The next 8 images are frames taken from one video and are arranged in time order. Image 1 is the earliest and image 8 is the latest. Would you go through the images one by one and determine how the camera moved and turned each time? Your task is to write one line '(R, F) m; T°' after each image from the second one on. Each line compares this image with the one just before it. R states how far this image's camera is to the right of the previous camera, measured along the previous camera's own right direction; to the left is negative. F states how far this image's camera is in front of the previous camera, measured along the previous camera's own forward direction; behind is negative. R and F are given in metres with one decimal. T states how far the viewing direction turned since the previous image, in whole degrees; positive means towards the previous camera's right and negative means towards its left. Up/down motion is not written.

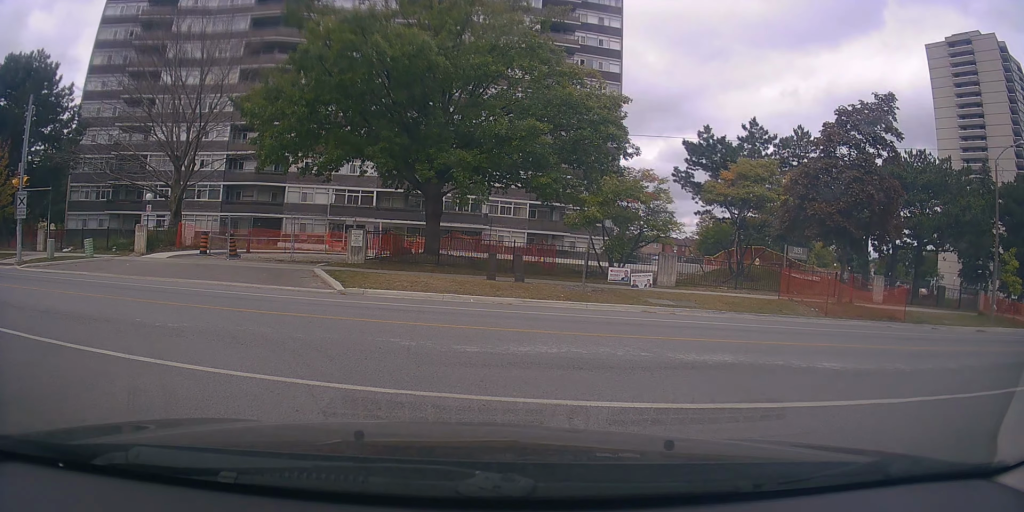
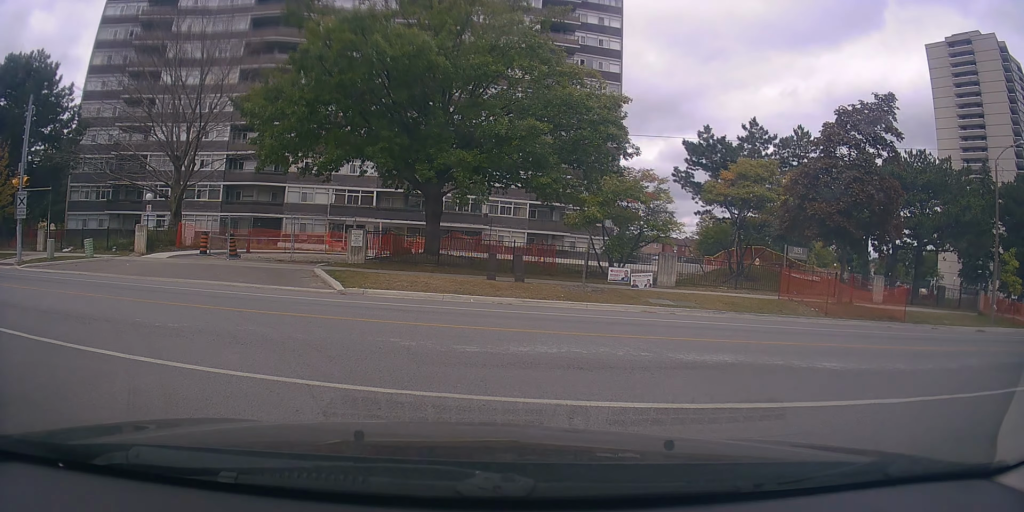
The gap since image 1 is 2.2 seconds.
(0.0, 0.0) m; 0°
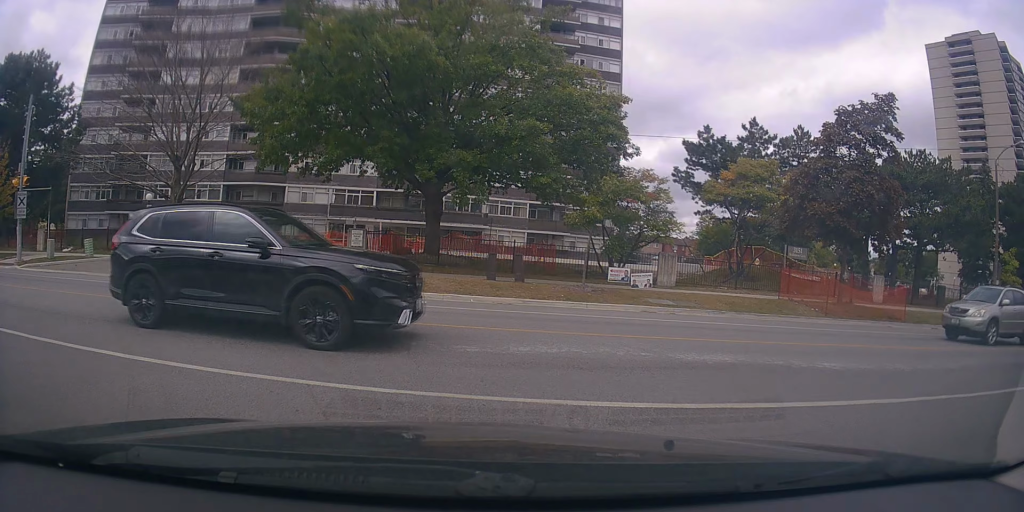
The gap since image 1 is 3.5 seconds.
(0.0, 0.0) m; 0°
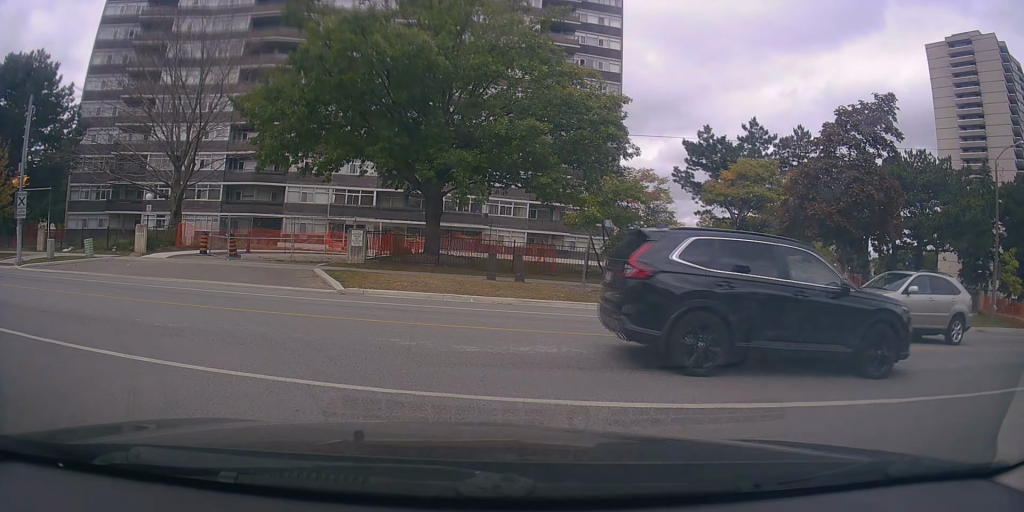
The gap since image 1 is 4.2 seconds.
(0.0, 0.0) m; 0°
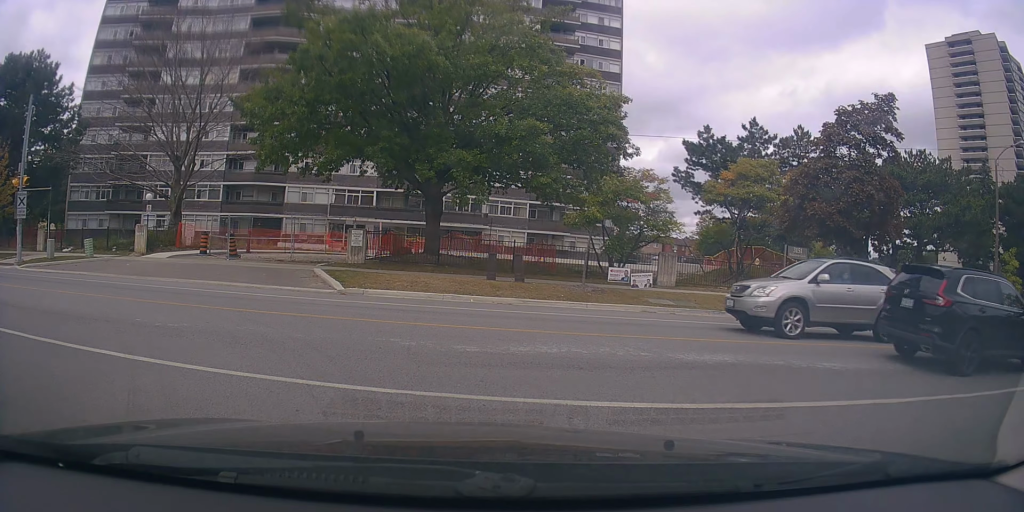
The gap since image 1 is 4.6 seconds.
(0.0, 0.0) m; 0°
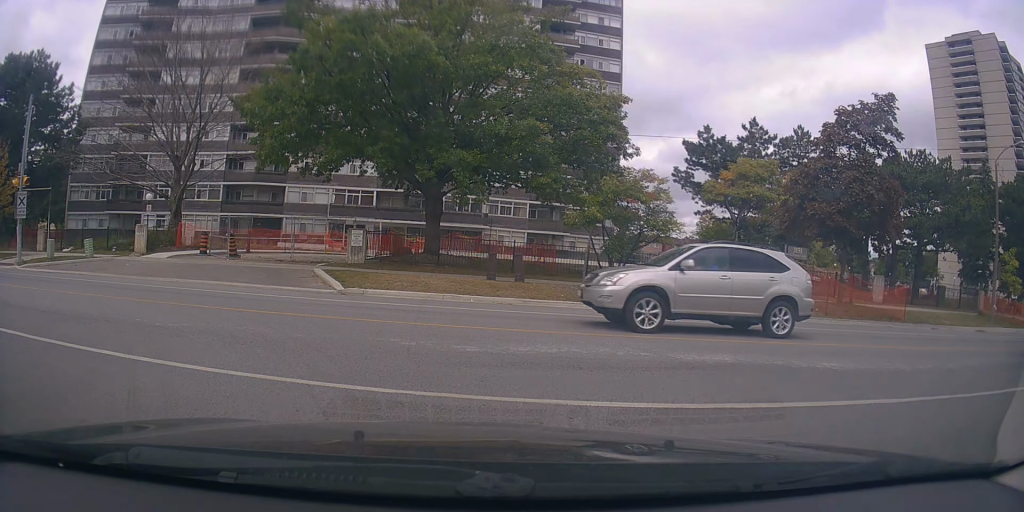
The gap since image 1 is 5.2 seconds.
(0.0, 0.0) m; 0°
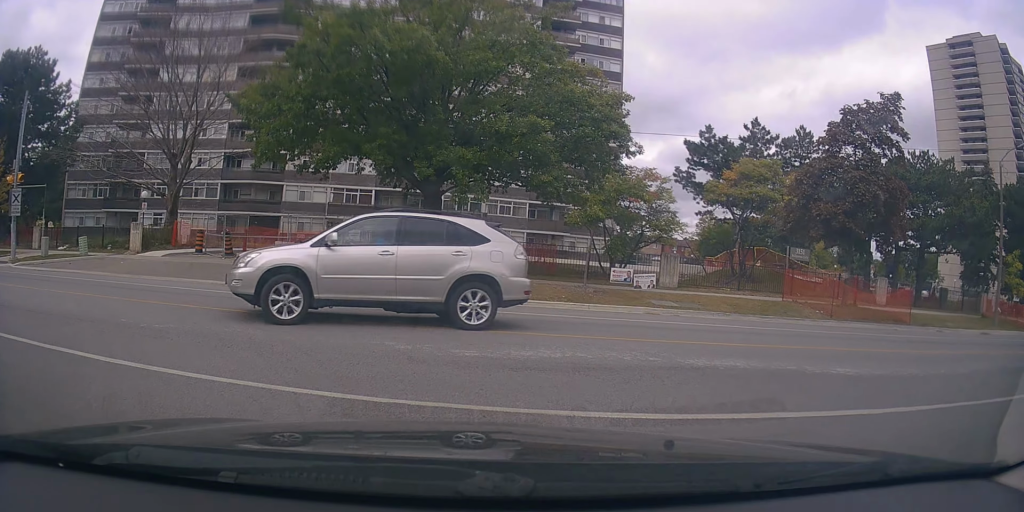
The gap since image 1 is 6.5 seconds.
(+0.1, +0.4) m; 0°
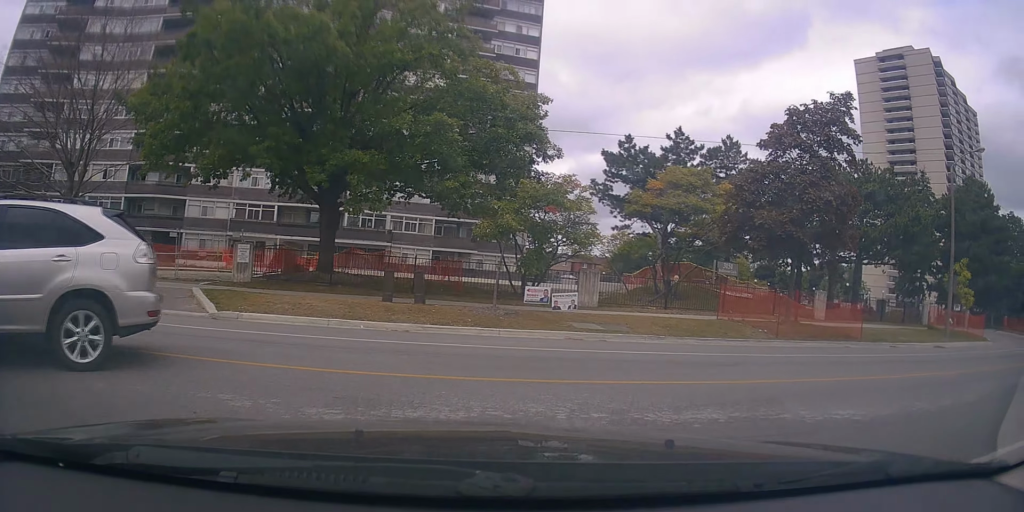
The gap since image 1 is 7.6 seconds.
(0.0, +1.5) m; -4°
